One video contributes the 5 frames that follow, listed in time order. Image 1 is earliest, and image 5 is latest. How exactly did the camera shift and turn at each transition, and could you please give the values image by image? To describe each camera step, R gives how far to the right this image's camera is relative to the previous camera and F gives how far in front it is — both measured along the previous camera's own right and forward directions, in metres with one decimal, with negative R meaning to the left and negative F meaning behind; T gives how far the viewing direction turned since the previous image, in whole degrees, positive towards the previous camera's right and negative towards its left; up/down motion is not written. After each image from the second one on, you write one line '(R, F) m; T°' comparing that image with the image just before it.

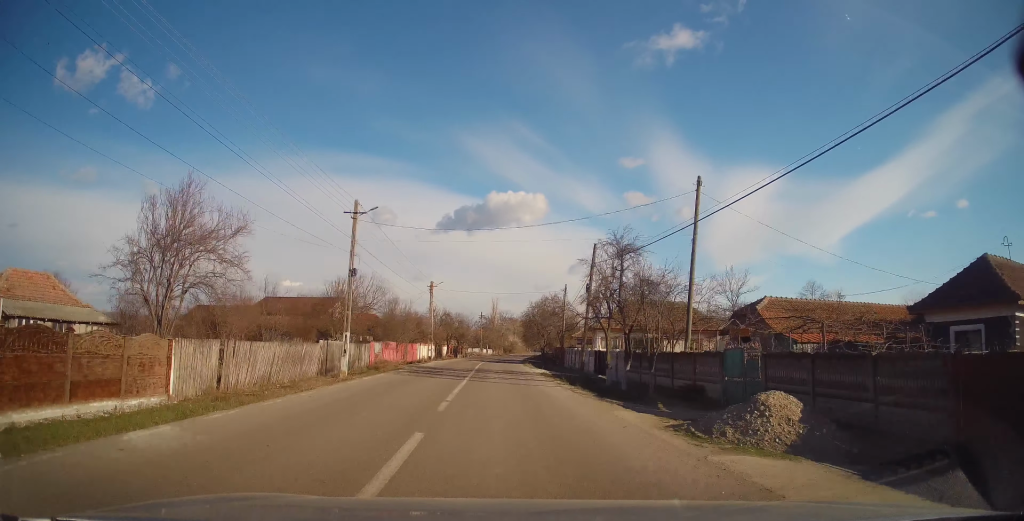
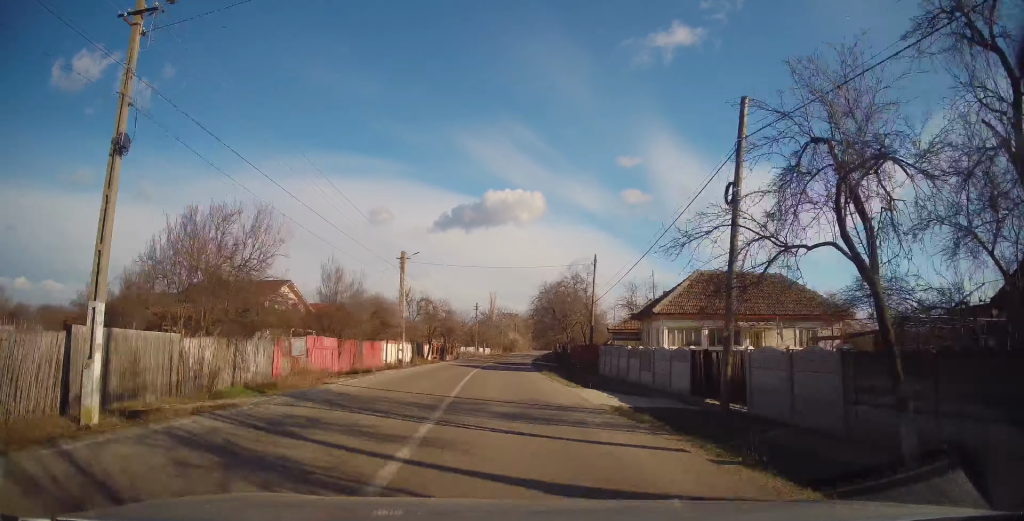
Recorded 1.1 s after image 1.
(-0.4, +17.5) m; 0°
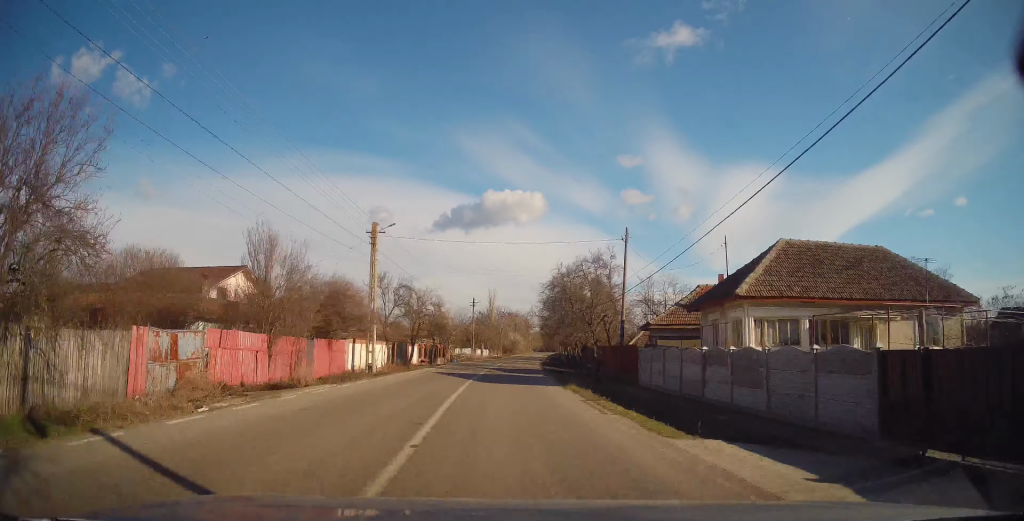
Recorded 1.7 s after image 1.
(+0.3, +9.6) m; 0°
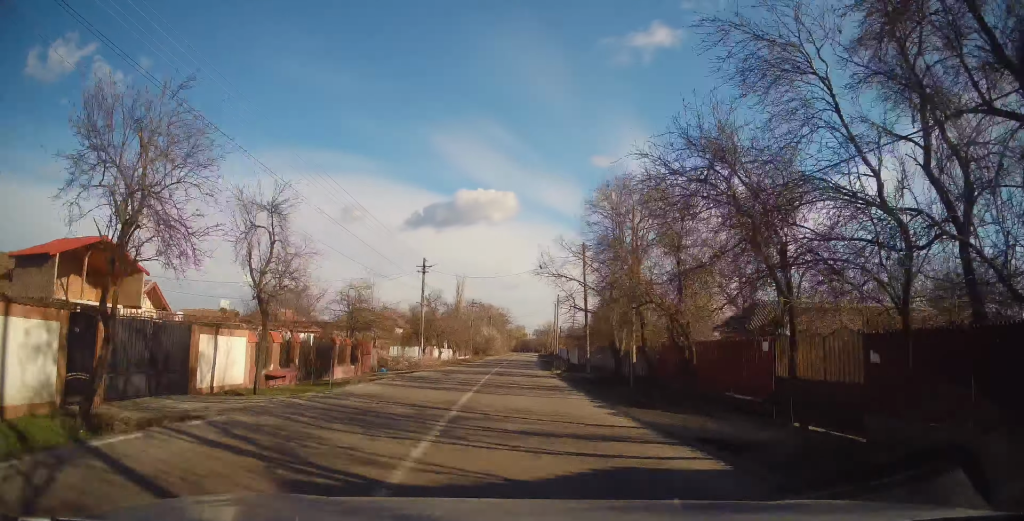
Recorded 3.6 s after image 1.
(+0.6, +29.6) m; +3°
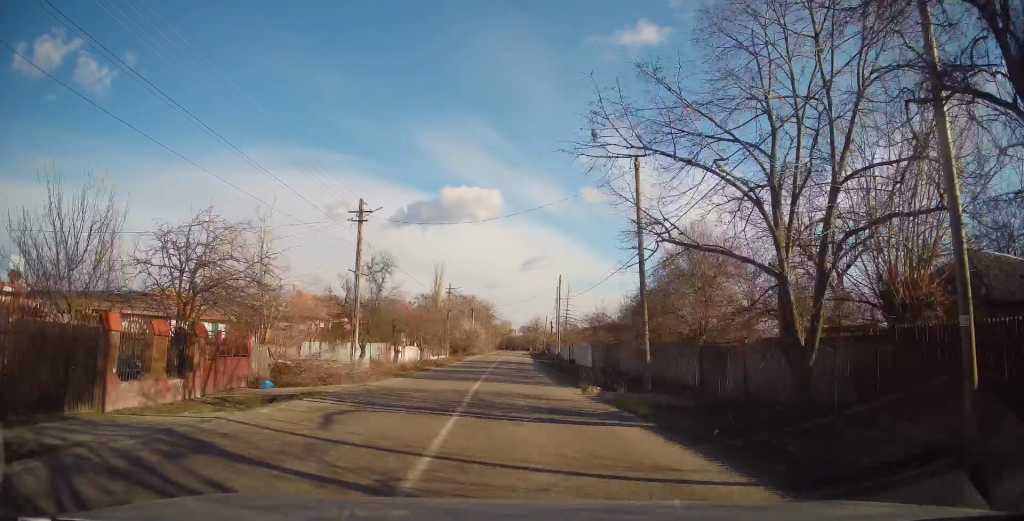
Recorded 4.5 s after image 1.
(+0.1, +15.3) m; +2°
